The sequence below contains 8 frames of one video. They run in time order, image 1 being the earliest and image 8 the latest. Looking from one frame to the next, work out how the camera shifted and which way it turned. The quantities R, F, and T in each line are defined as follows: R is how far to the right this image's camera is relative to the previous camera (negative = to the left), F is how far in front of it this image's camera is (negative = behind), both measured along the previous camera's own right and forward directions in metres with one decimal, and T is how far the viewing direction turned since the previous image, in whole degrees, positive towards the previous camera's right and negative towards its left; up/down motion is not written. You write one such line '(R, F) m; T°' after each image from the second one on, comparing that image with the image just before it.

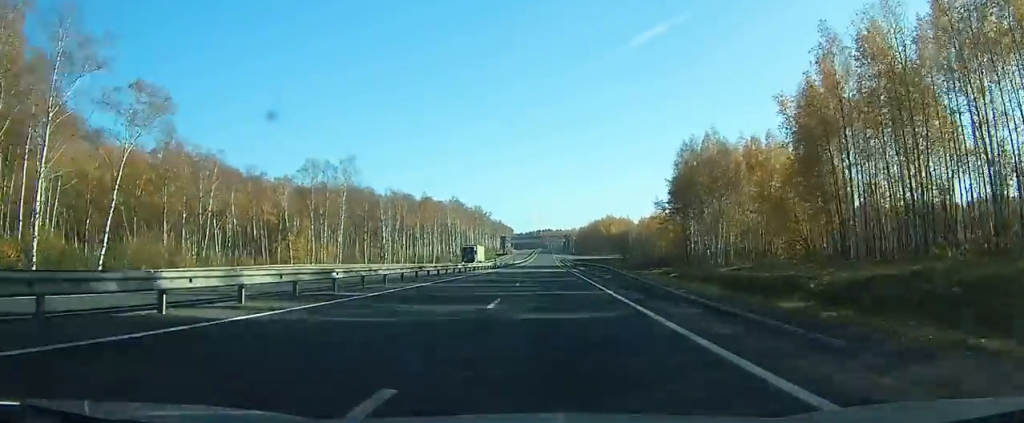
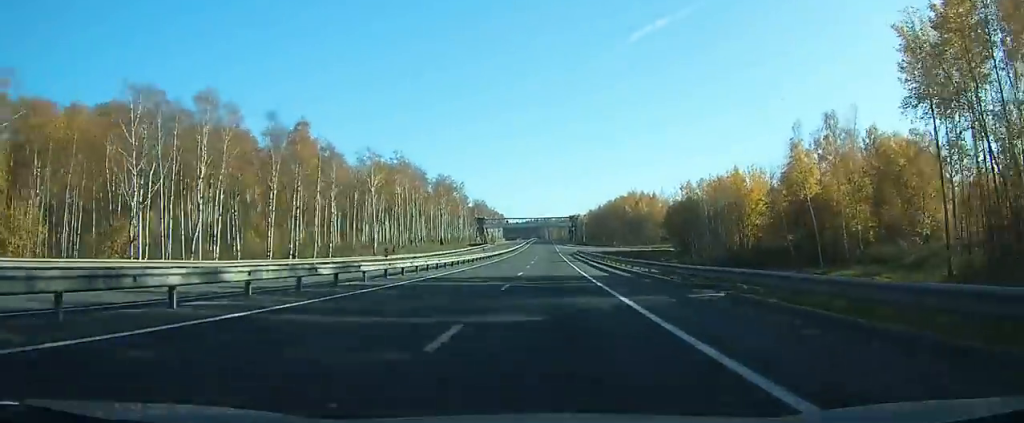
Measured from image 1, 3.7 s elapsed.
(-0.1, +91.0) m; 0°
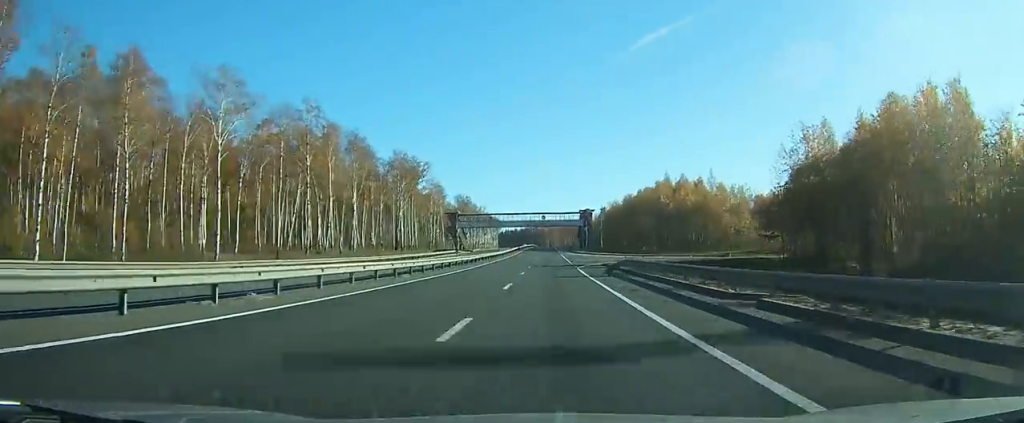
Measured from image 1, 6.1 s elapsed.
(0.0, +56.5) m; 0°
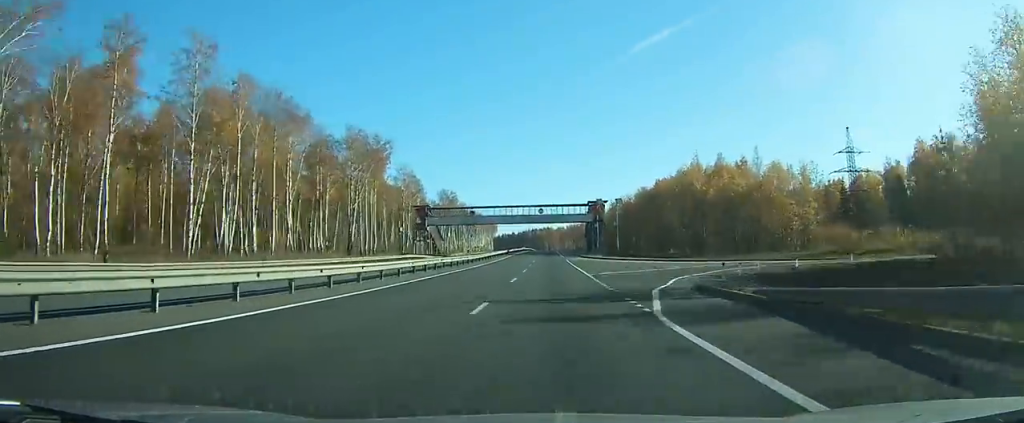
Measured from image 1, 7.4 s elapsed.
(0.0, +31.2) m; 0°
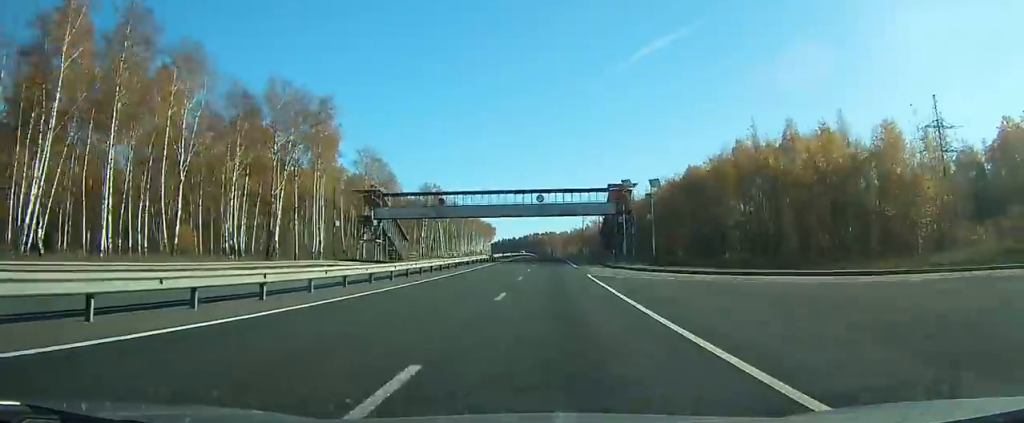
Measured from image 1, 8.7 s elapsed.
(0.0, +31.7) m; 0°
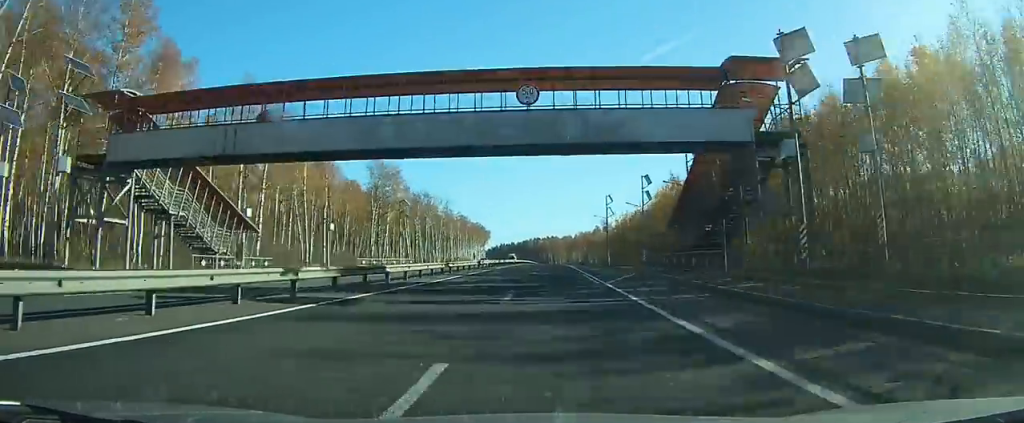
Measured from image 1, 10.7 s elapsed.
(+0.1, +46.8) m; 0°
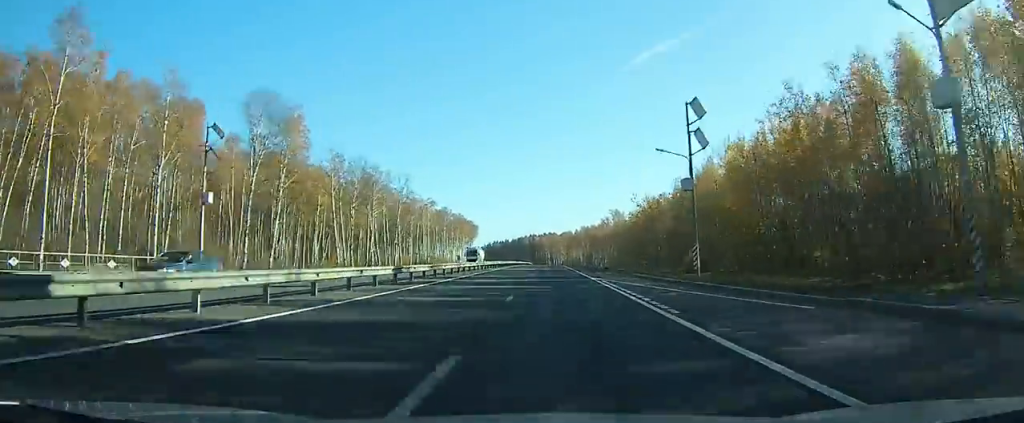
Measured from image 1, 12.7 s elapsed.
(0.0, +48.9) m; 0°
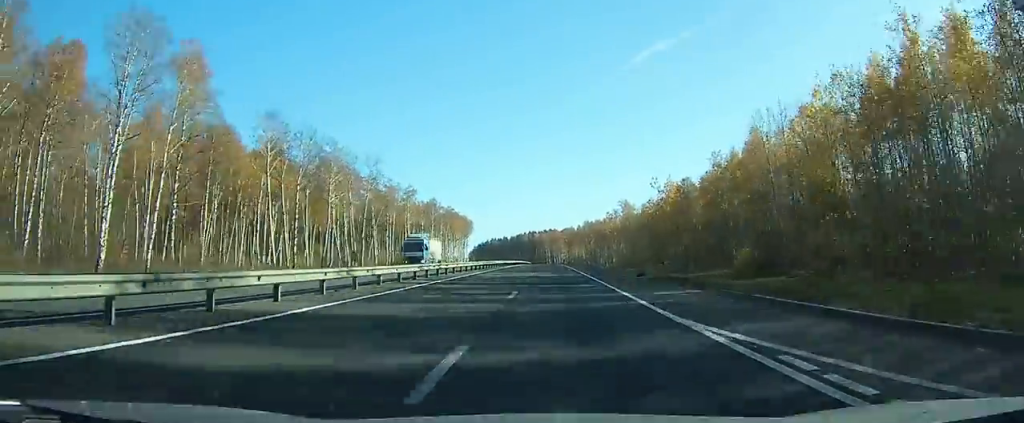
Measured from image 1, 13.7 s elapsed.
(+0.1, +23.9) m; 0°
